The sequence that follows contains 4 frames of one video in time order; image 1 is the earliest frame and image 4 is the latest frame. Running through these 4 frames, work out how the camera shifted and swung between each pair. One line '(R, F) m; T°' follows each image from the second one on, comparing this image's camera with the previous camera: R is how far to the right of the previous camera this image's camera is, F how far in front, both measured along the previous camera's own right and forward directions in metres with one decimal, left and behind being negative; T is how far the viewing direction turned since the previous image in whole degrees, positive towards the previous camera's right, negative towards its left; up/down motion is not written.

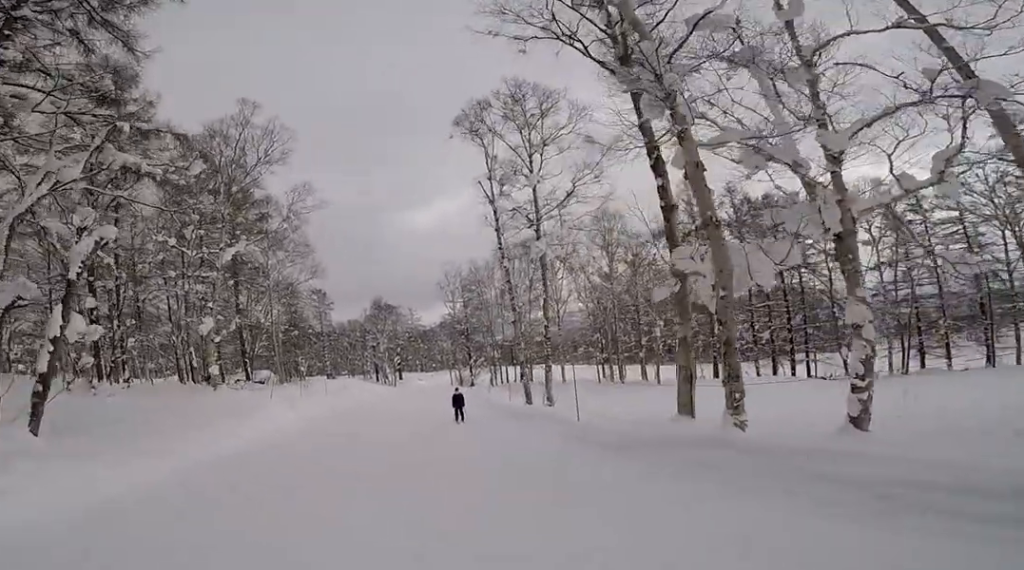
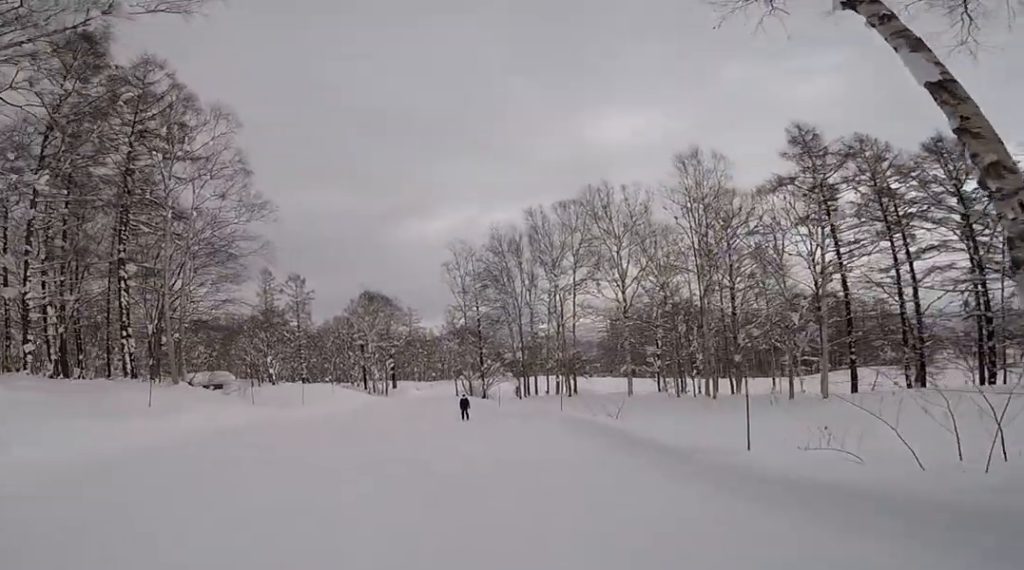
(0.0, +19.9) m; 0°
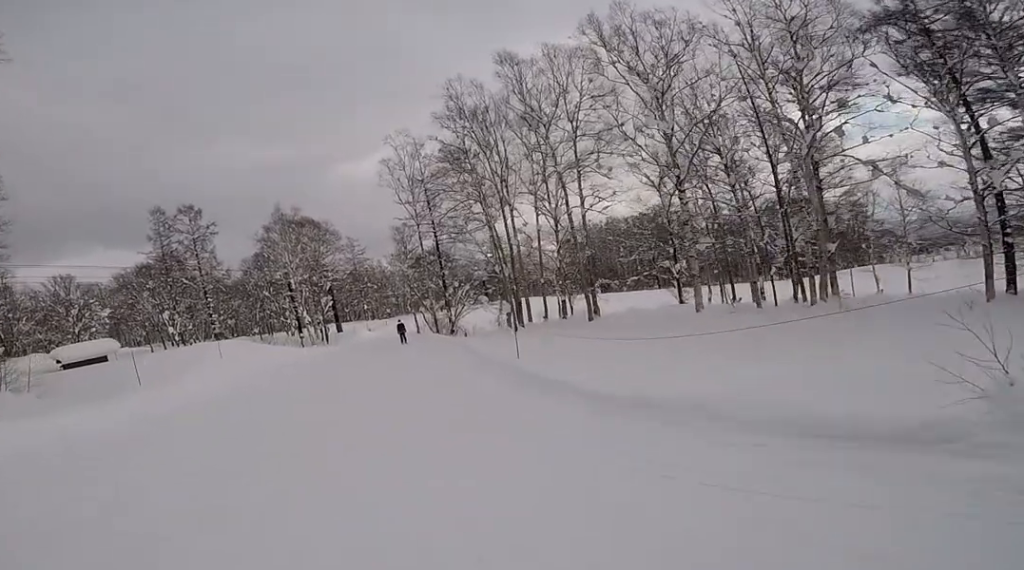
(-2.8, +16.1) m; -12°
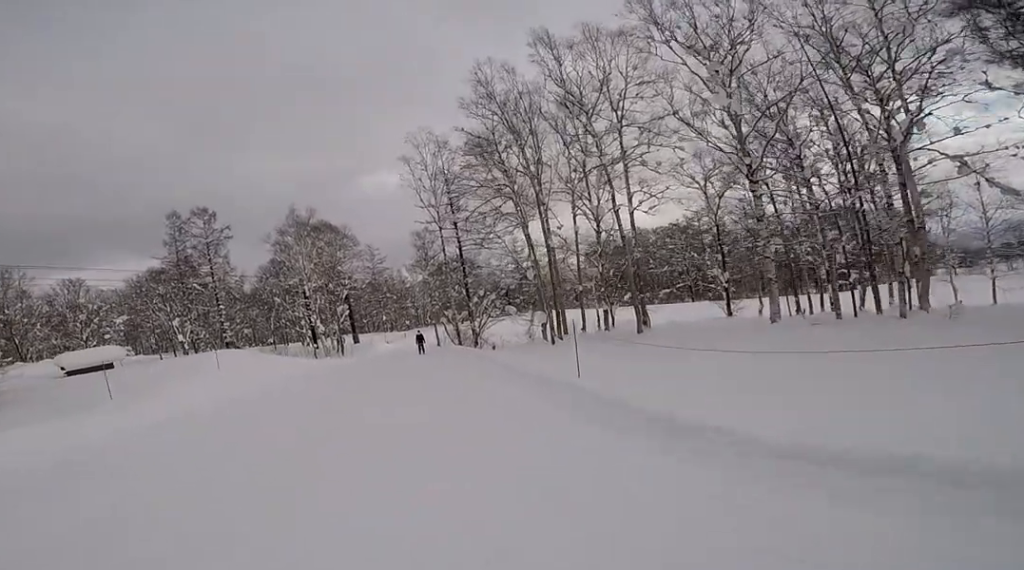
(+0.6, +3.5) m; +8°
